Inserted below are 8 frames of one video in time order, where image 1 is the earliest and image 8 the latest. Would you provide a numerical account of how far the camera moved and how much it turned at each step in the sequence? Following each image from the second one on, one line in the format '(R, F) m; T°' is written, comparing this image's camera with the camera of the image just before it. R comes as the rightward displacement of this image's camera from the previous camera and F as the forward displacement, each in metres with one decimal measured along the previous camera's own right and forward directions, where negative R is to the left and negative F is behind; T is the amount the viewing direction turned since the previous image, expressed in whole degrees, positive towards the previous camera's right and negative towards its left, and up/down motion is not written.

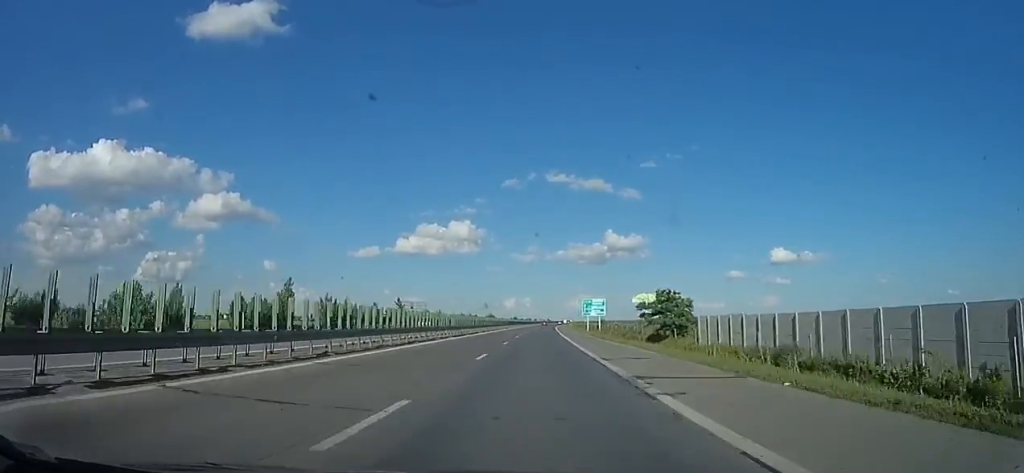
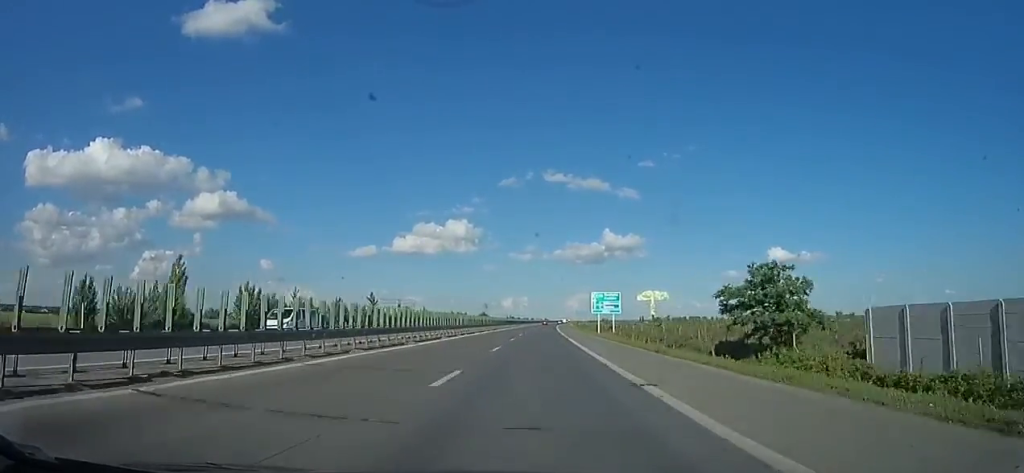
(+0.3, +18.5) m; +1°
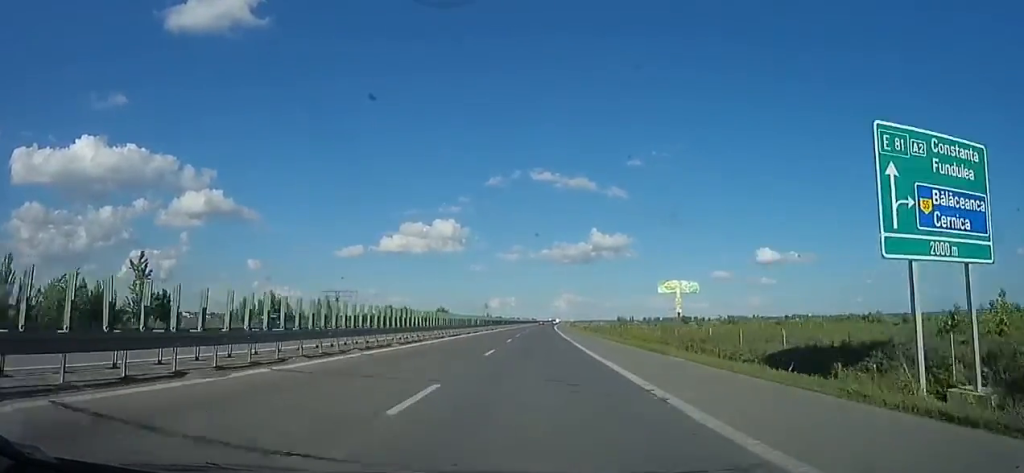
(0.0, +61.1) m; 0°
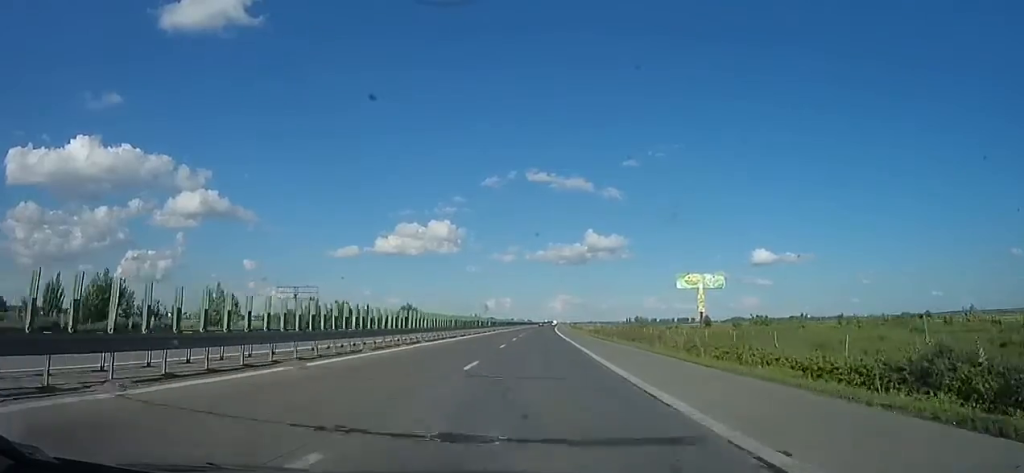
(0.0, +28.6) m; 0°
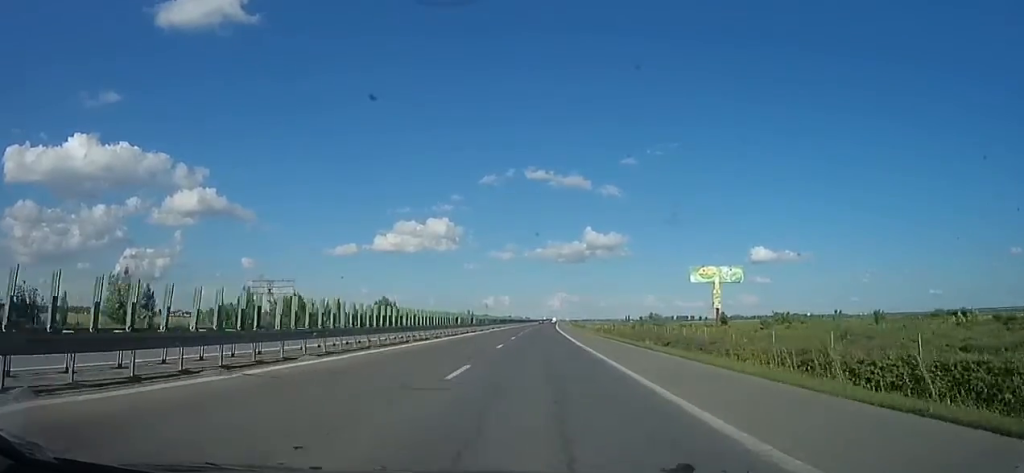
(0.0, +14.3) m; 0°
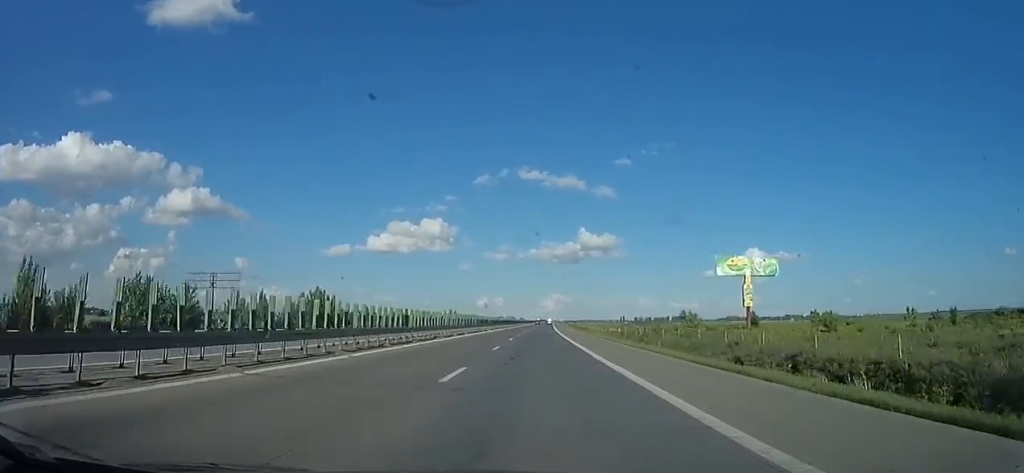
(0.0, +23.5) m; 0°
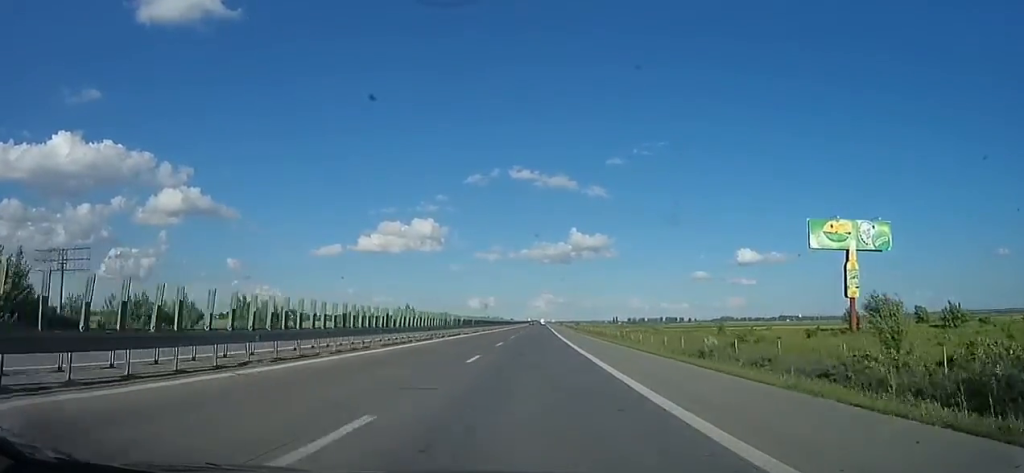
(+0.4, +41.7) m; +2°
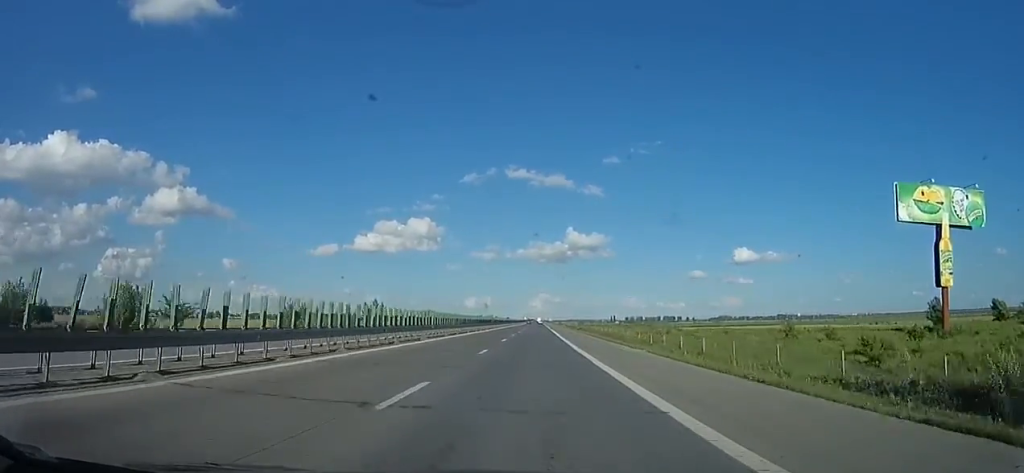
(+0.9, +19.8) m; 0°
